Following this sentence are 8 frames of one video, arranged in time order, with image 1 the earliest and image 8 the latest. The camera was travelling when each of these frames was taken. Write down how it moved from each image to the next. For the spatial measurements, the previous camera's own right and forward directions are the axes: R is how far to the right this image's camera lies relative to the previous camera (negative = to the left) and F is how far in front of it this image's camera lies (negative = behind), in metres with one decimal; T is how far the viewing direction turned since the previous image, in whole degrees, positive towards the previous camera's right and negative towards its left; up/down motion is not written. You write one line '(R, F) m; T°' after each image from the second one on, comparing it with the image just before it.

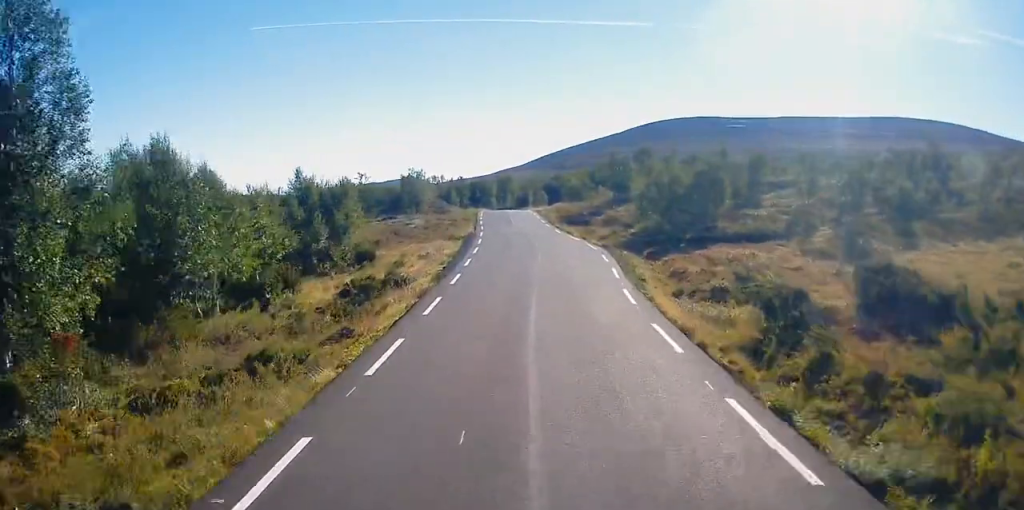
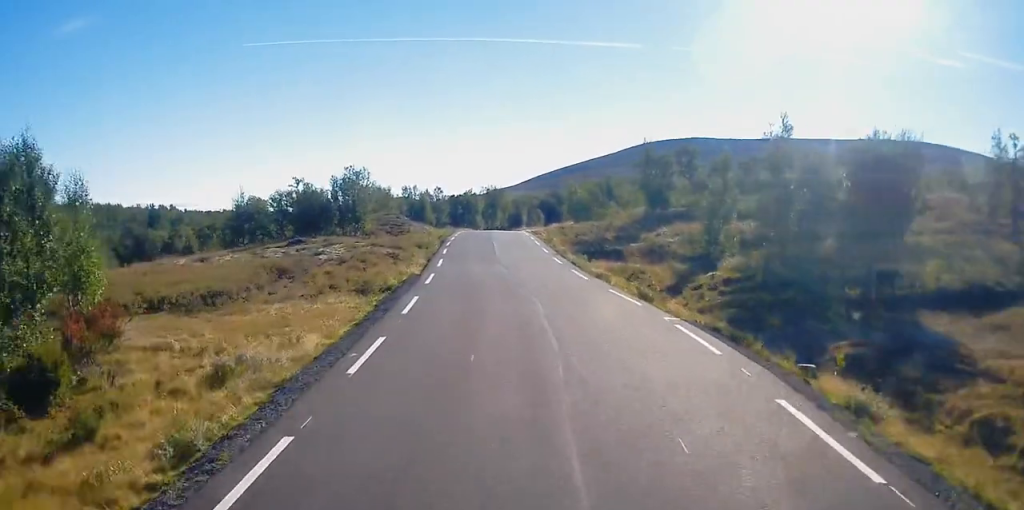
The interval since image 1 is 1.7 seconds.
(+0.2, +24.1) m; 0°
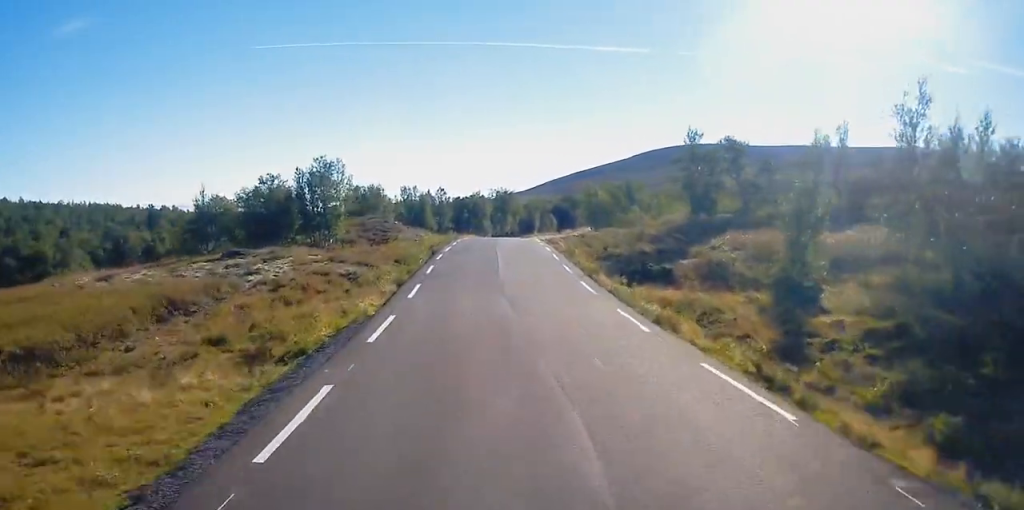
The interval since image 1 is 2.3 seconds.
(-0.4, +10.0) m; 0°
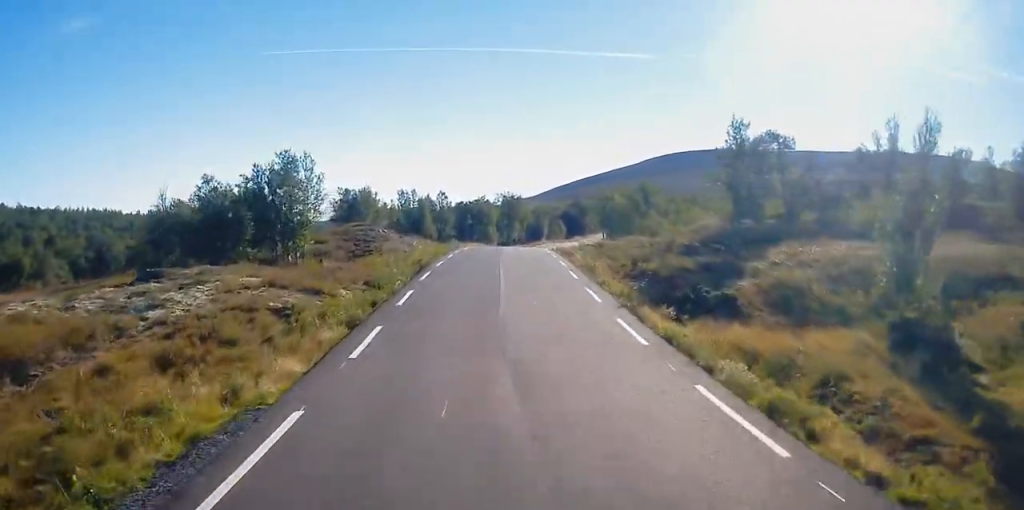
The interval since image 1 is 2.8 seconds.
(0.0, +7.3) m; 0°
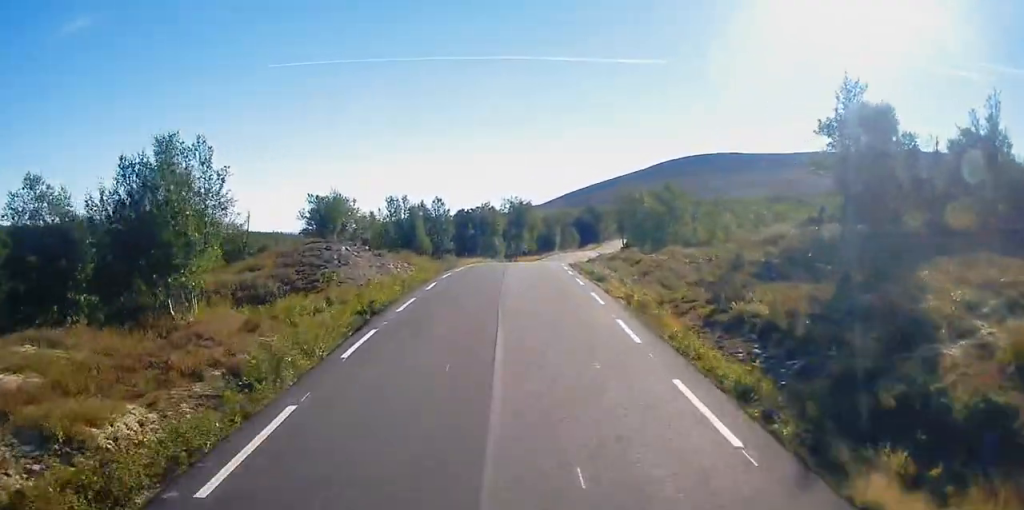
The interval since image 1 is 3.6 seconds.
(+0.4, +11.6) m; 0°
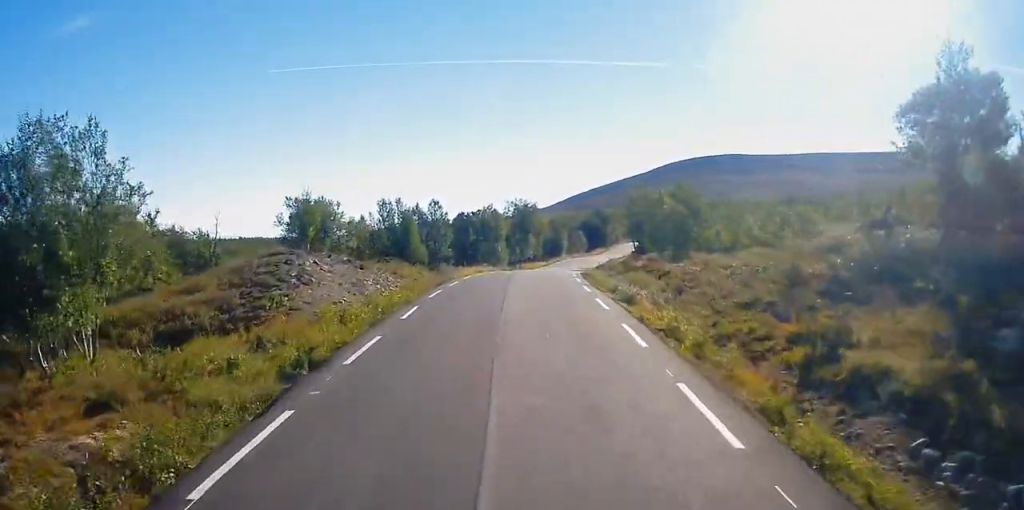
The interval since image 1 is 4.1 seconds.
(-0.2, +5.9) m; -1°
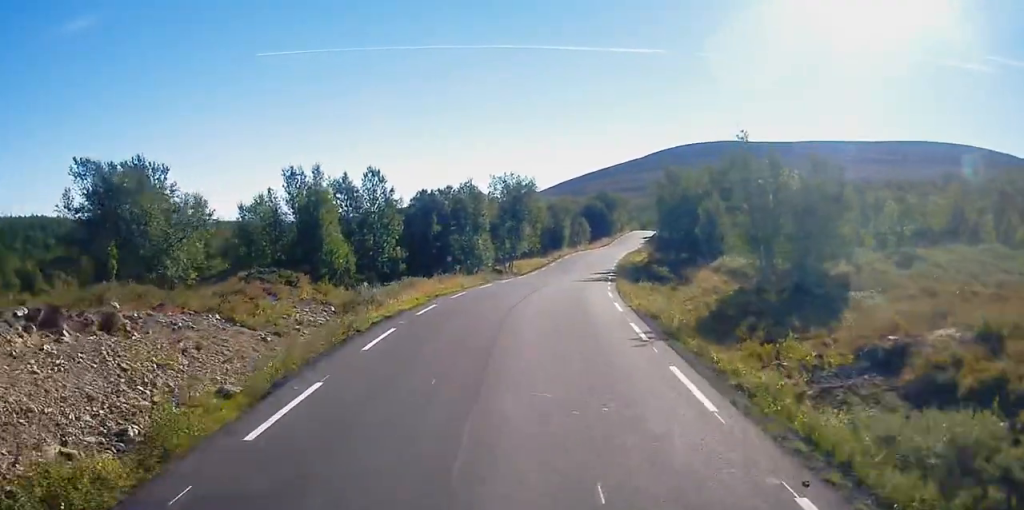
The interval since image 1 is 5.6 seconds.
(-0.4, +22.3) m; +1°
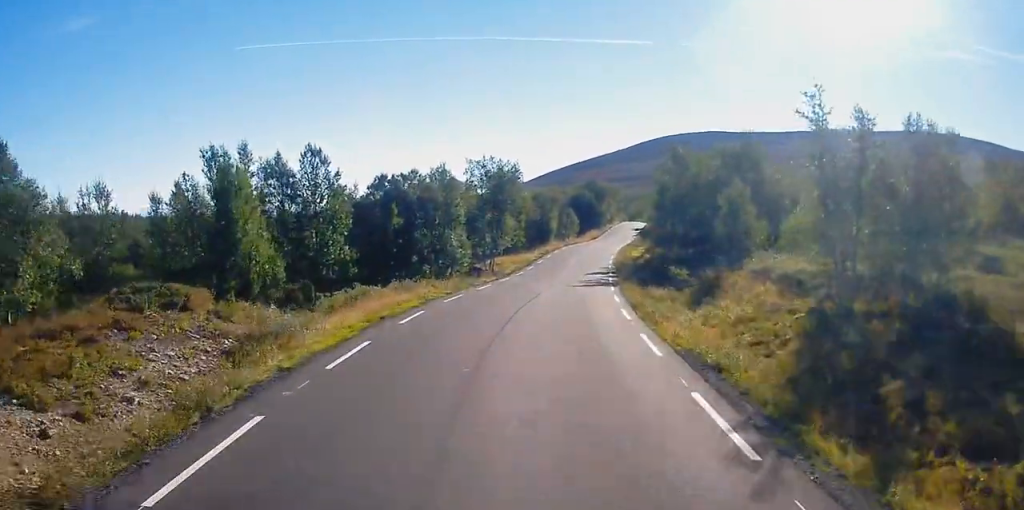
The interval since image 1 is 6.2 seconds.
(+0.3, +8.1) m; +1°
